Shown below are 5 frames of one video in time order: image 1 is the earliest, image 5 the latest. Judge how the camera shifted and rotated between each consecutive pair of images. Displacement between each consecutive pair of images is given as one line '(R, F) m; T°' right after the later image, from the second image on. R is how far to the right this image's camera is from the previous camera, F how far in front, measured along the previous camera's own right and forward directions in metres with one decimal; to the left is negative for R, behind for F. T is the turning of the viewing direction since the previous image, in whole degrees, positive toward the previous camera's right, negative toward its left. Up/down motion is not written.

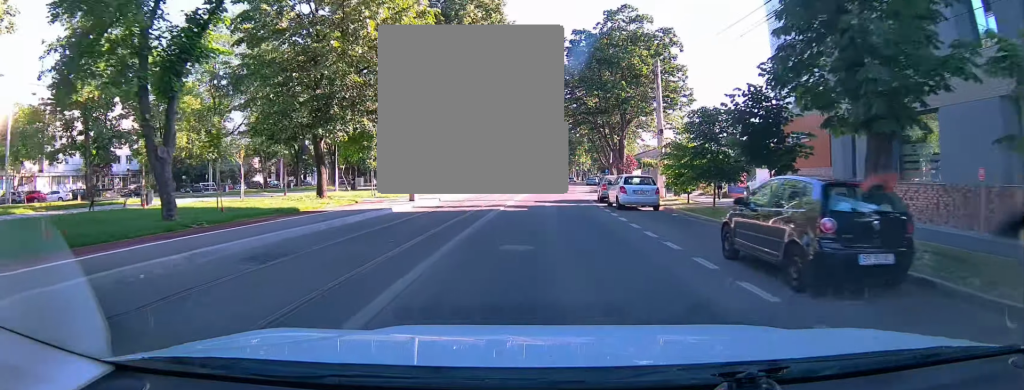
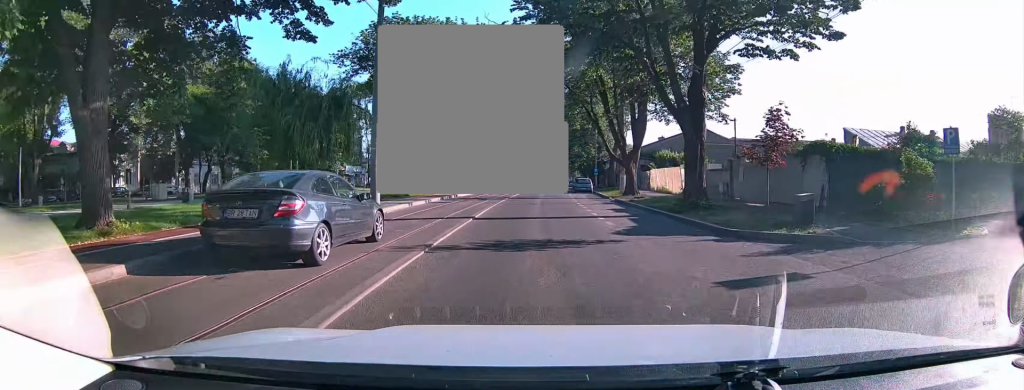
(+0.5, +28.7) m; +4°
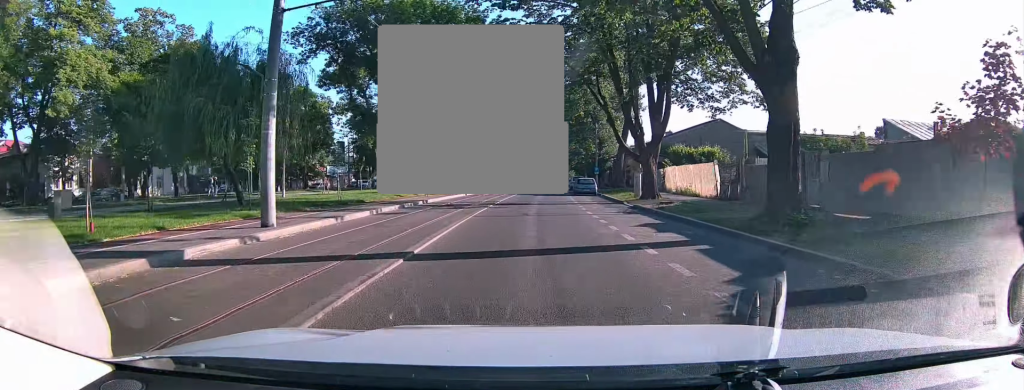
(+0.2, +7.7) m; +1°
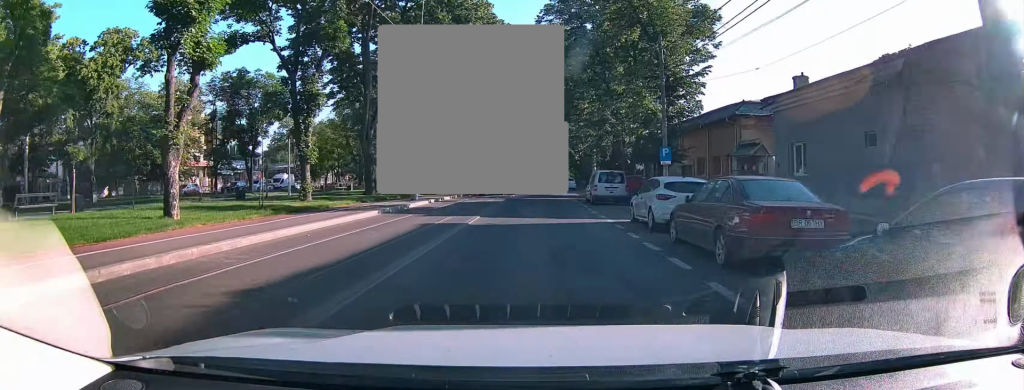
(+0.8, +37.5) m; +2°
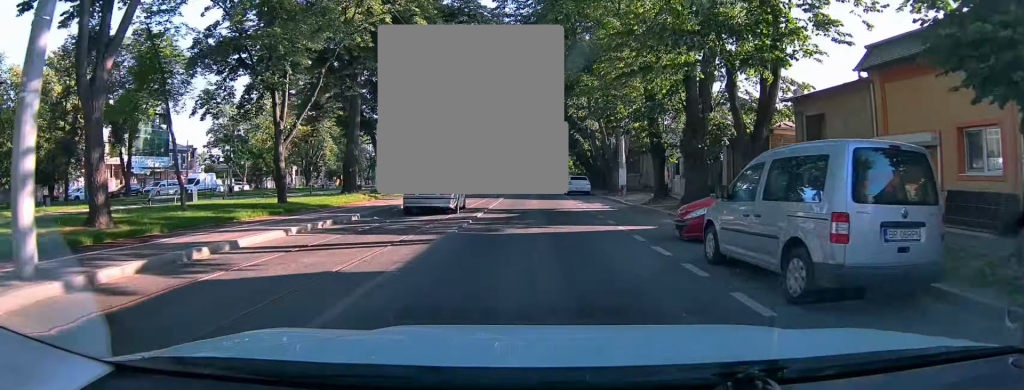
(+0.4, +20.5) m; +2°
